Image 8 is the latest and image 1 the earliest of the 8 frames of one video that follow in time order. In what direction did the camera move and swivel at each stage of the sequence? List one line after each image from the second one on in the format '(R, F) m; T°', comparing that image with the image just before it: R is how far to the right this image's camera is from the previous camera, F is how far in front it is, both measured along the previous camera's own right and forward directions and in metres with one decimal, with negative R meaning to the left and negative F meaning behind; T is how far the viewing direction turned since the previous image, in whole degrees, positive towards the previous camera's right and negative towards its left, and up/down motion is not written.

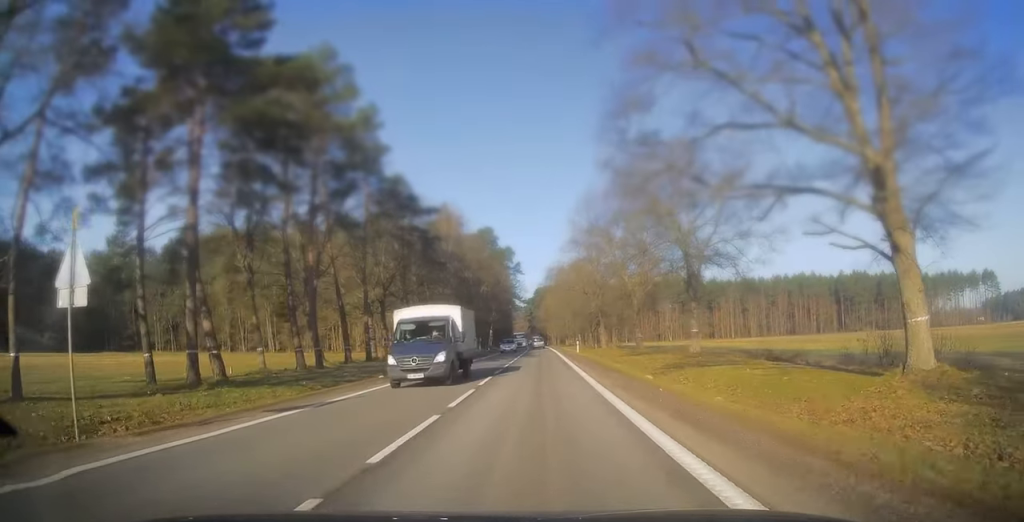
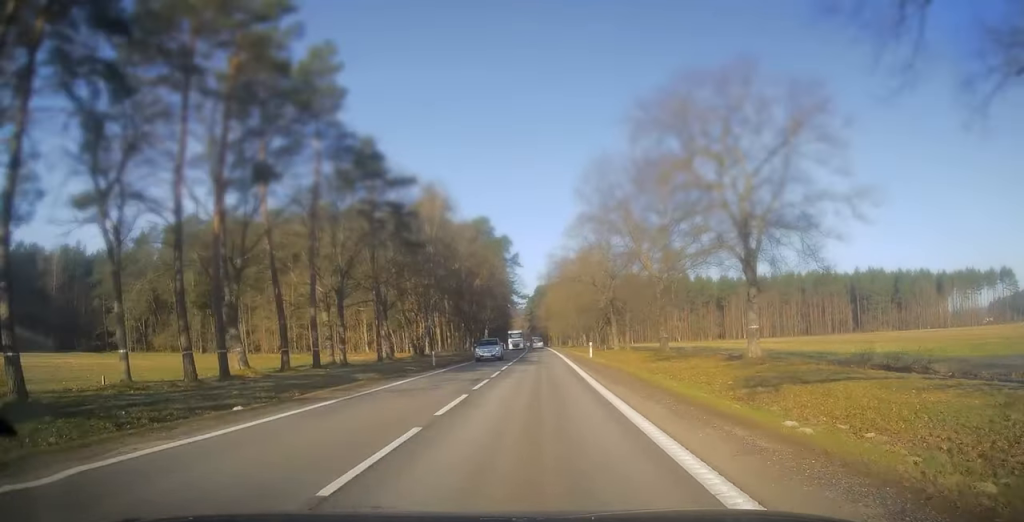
(+0.3, +13.2) m; 0°
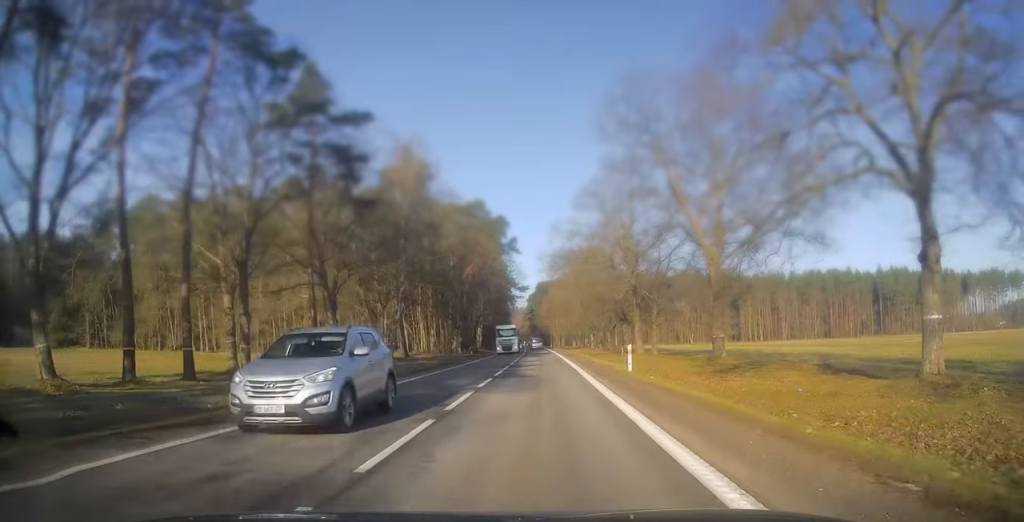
(-0.2, +16.5) m; 0°
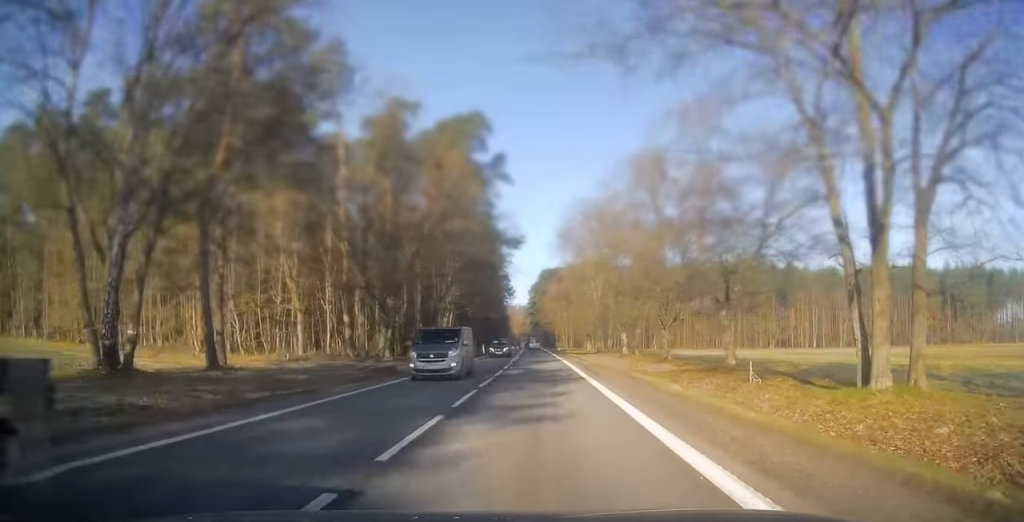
(0.0, +40.6) m; -1°
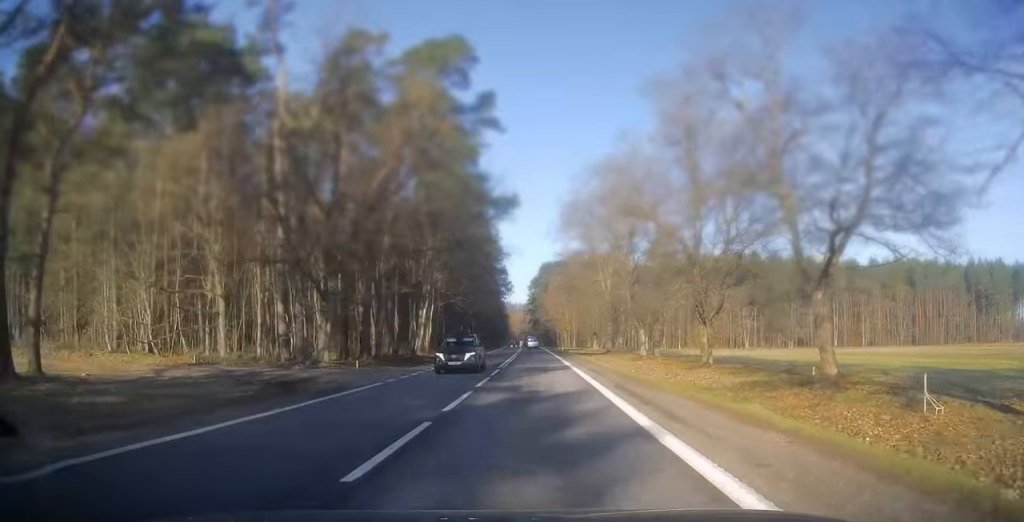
(-0.1, +12.8) m; -1°
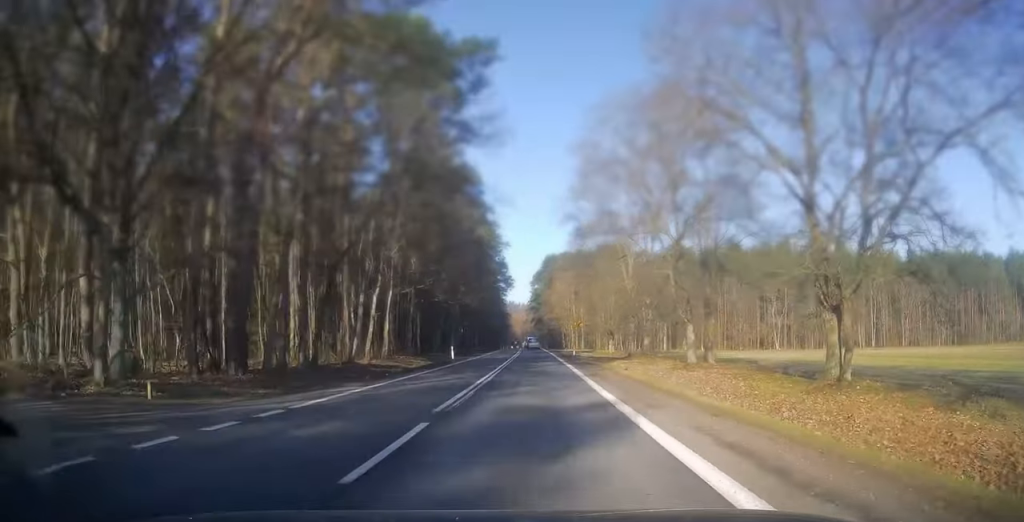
(0.0, +18.0) m; 0°
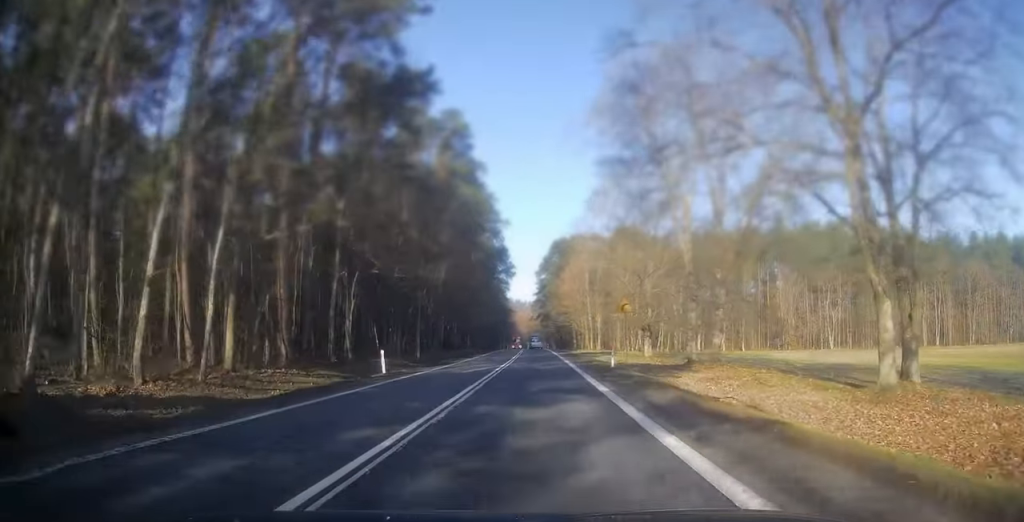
(0.0, +24.0) m; 0°
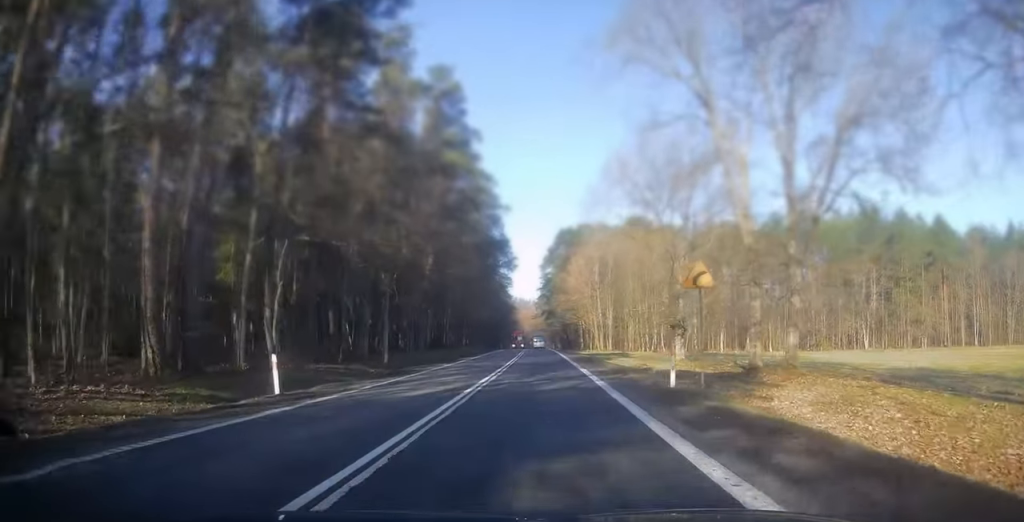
(0.0, +11.8) m; 0°
